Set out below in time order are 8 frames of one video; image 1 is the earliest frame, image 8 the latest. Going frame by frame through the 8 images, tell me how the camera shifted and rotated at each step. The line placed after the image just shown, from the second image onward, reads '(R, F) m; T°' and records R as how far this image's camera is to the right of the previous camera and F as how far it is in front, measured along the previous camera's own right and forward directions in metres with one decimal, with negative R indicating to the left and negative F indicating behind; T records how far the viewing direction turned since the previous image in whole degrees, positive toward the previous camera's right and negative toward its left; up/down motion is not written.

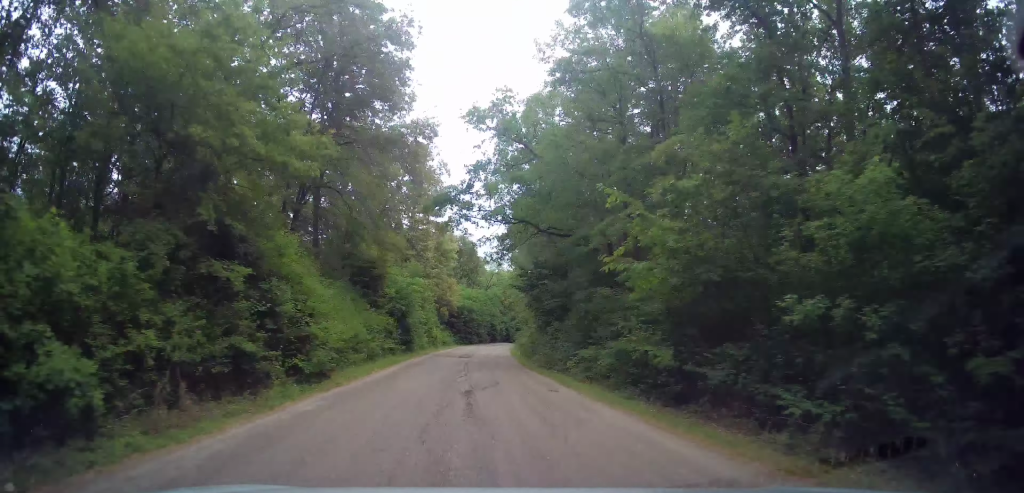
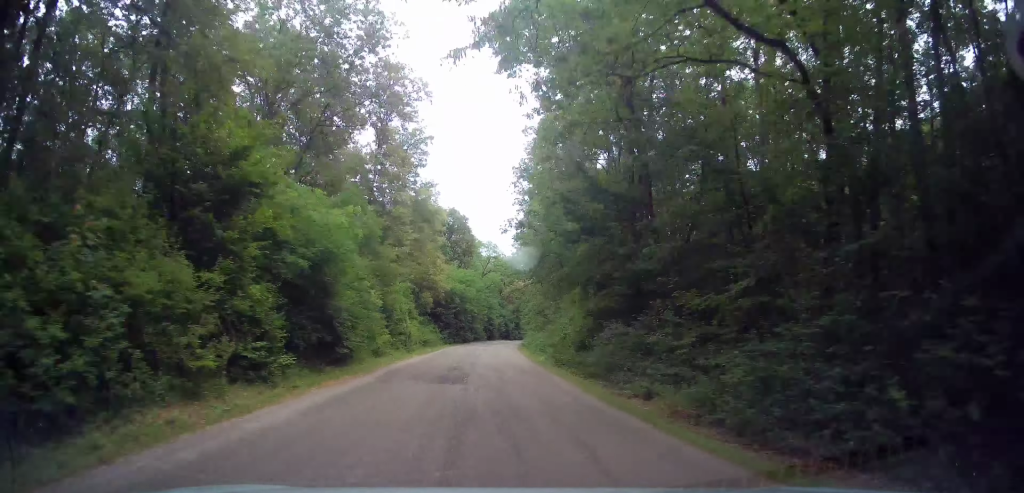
(+0.5, +19.4) m; +1°
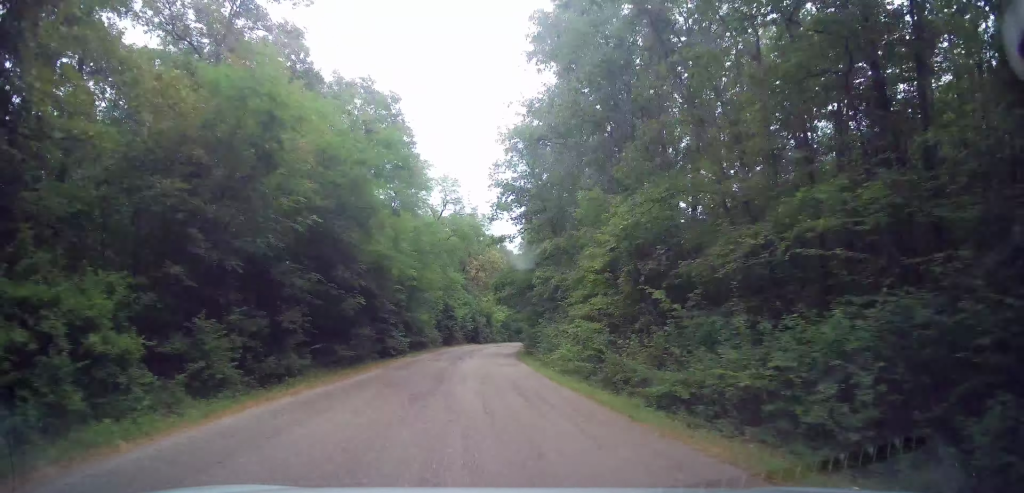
(+1.3, +43.2) m; +5°
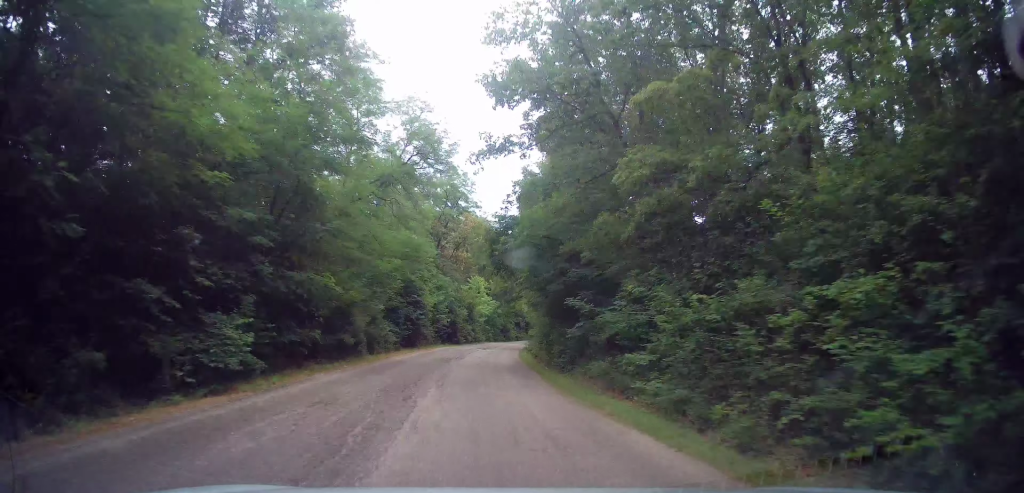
(+0.5, +20.0) m; +3°
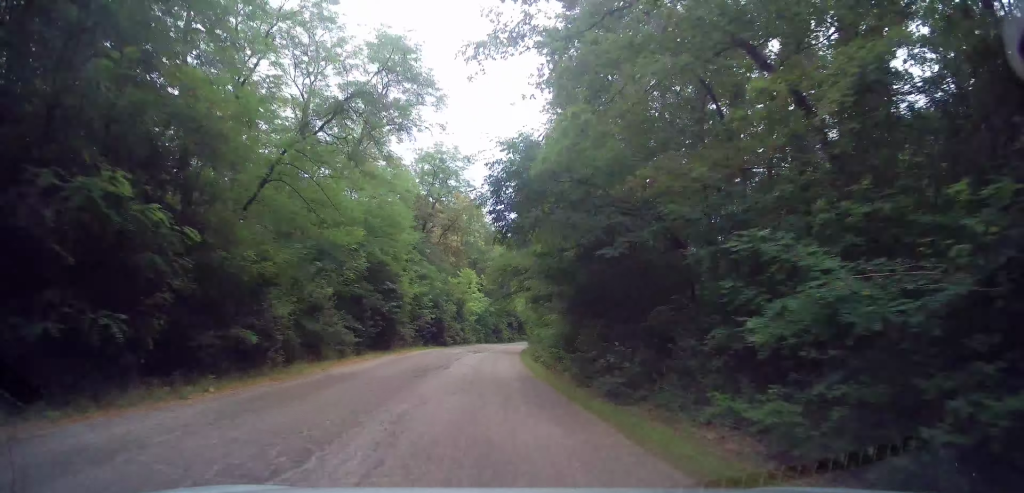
(+0.2, +8.5) m; +1°
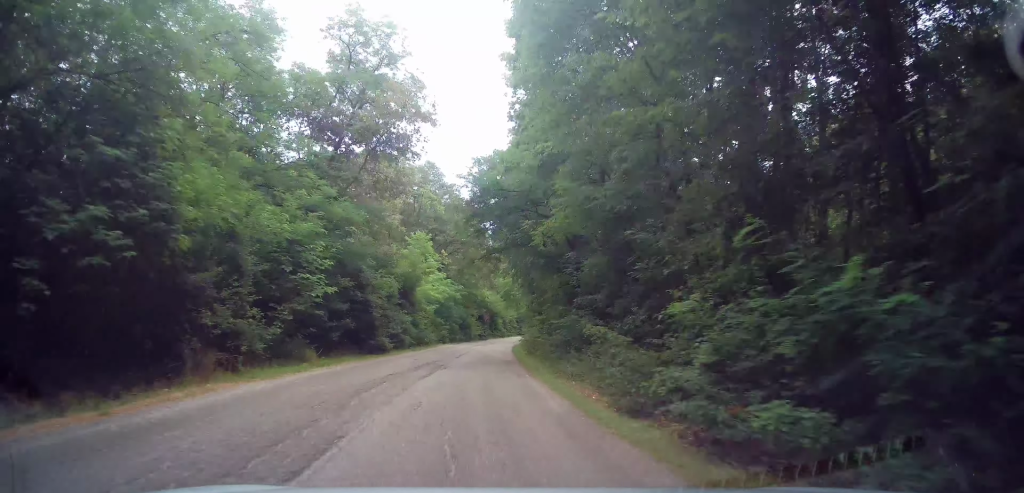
(+0.4, +21.1) m; +2°
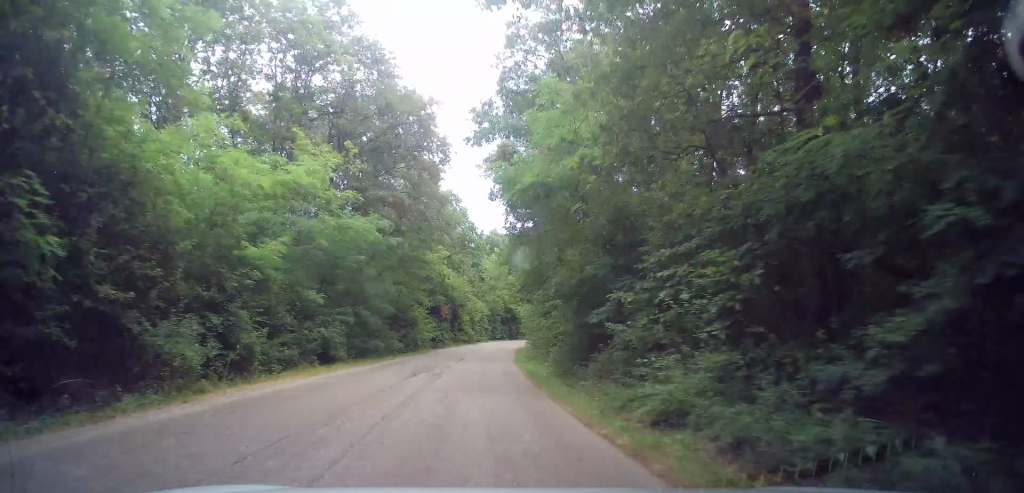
(+1.3, +33.7) m; +5°
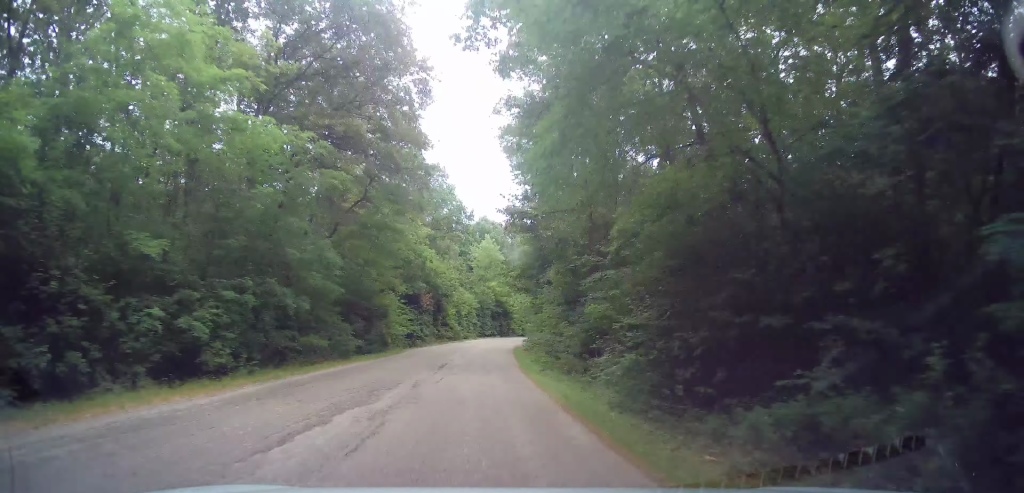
(+0.3, +9.5) m; +2°
